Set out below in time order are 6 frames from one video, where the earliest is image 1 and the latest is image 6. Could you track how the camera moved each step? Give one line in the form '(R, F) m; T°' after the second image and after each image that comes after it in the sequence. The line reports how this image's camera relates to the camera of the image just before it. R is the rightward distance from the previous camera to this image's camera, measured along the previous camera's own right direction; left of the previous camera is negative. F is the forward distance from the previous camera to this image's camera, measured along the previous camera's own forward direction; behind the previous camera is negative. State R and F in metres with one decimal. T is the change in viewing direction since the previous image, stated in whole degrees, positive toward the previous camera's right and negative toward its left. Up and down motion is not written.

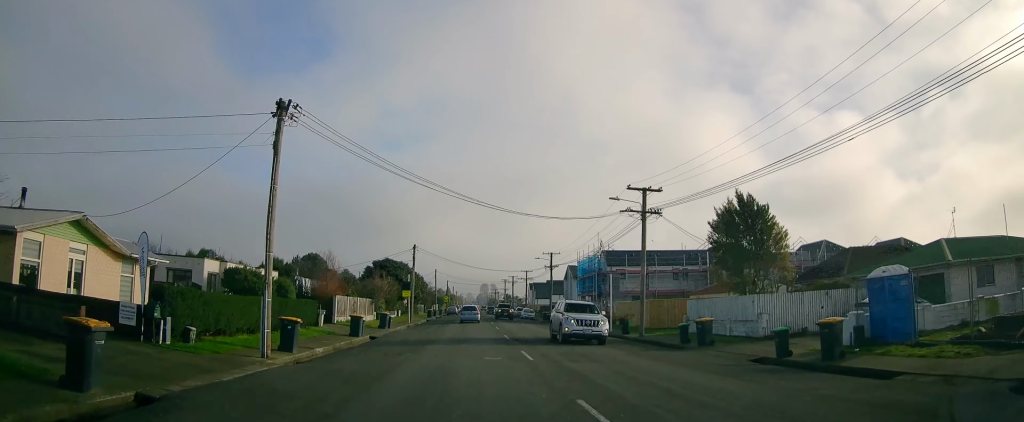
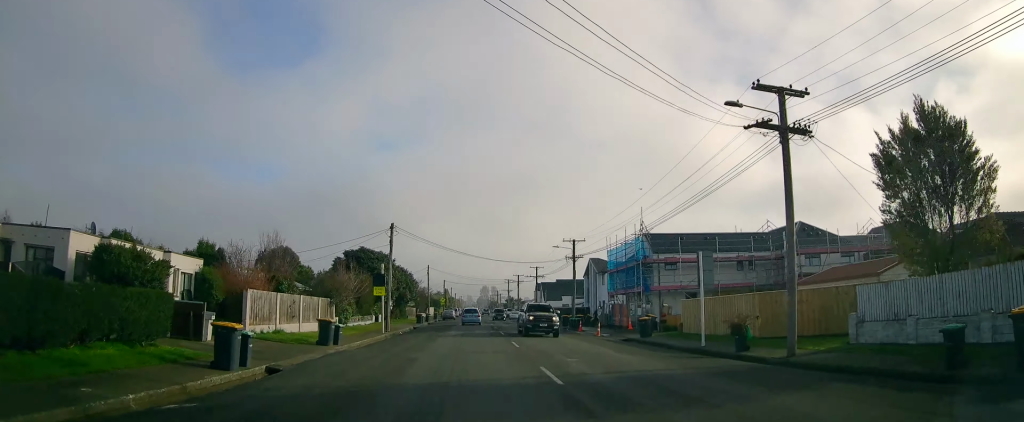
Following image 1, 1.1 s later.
(+0.6, +14.8) m; +2°
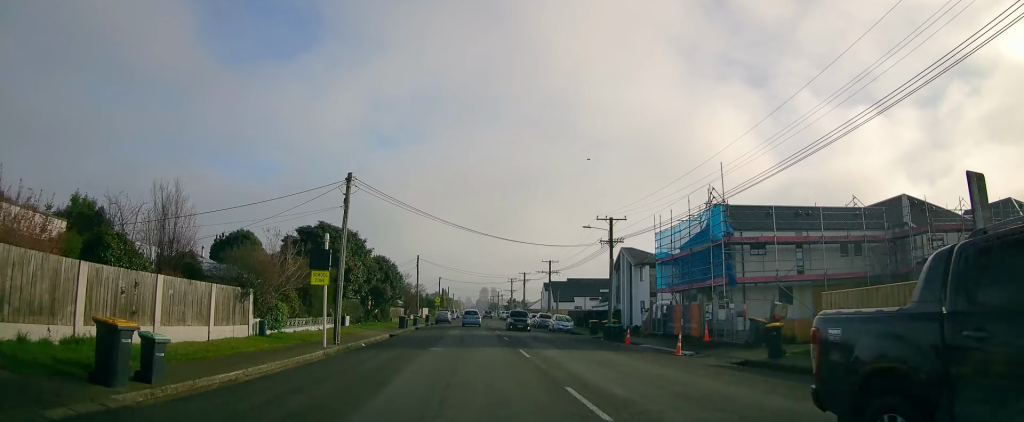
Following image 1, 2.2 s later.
(-0.2, +13.9) m; -1°
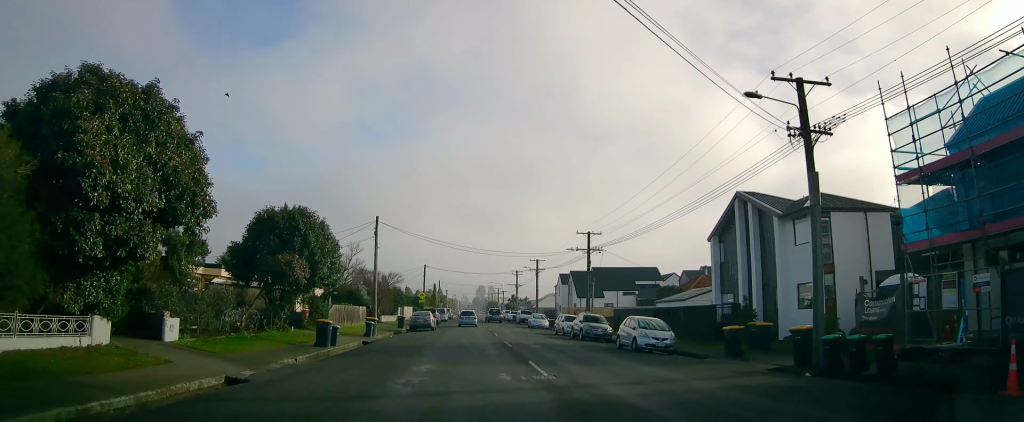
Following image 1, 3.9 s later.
(+0.1, +24.1) m; -1°
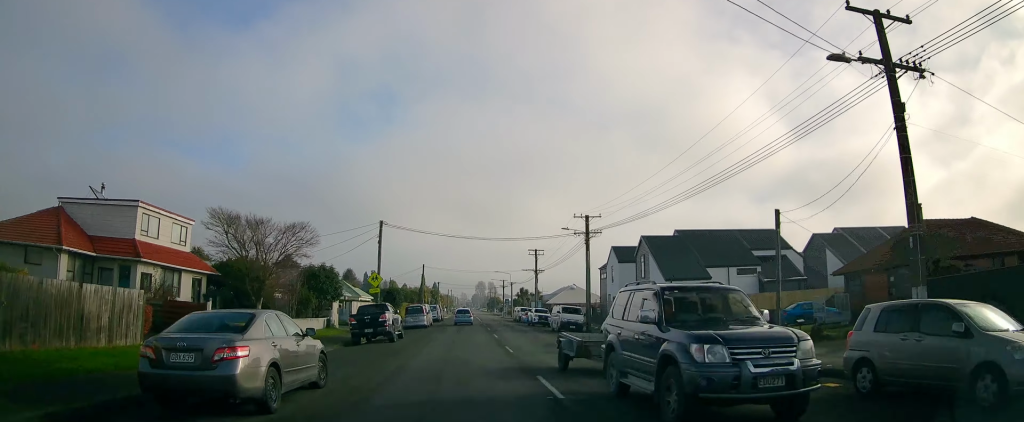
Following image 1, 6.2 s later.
(-0.1, +33.8) m; +2°
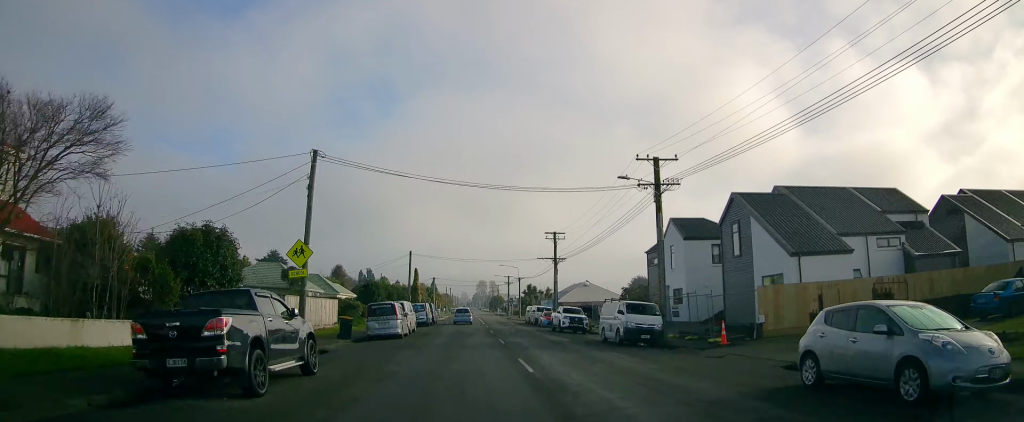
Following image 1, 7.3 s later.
(-0.2, +16.3) m; -2°
